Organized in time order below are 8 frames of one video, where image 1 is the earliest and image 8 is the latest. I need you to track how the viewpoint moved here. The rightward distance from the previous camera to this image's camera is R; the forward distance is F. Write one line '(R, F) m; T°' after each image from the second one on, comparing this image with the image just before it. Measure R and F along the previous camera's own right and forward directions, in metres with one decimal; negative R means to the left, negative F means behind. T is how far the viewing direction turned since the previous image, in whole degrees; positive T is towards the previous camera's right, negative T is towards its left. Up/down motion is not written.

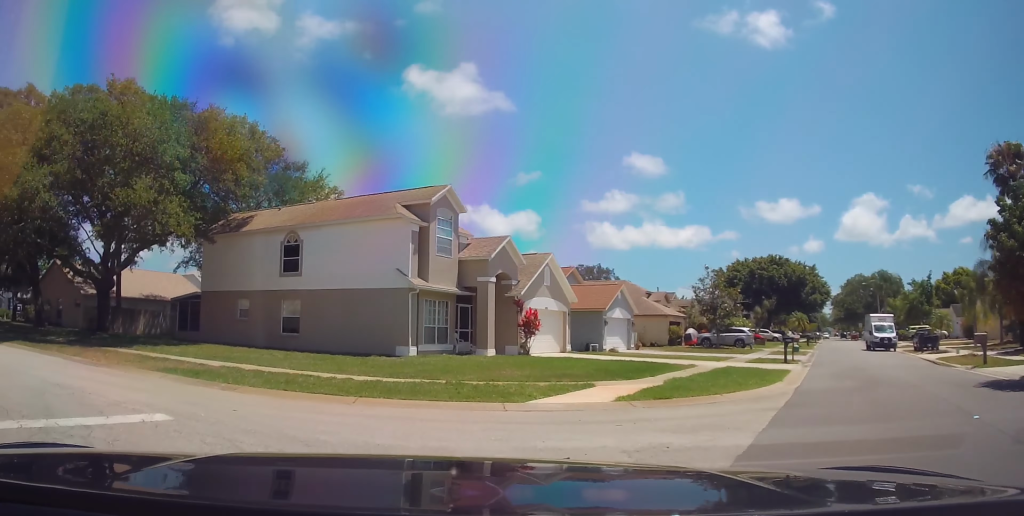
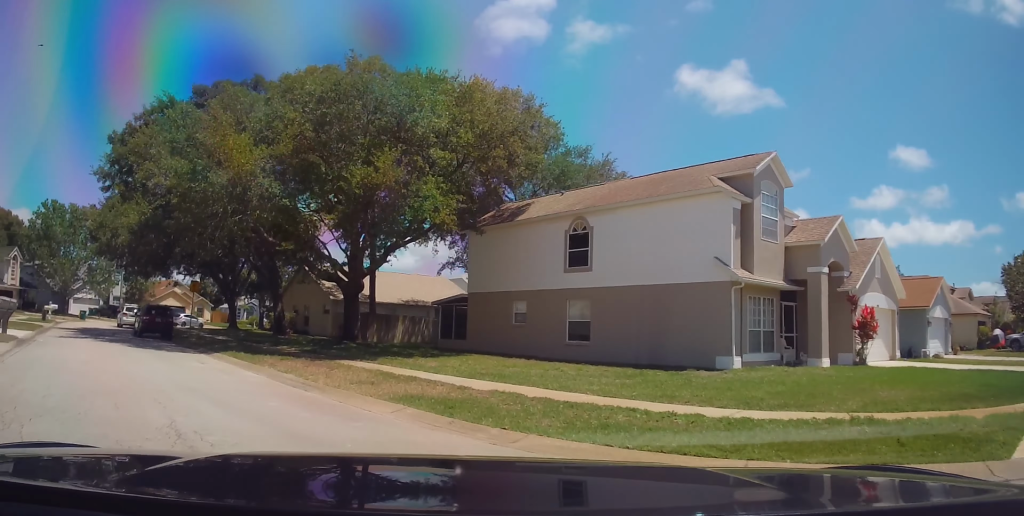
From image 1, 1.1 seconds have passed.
(-1.4, +5.4) m; -24°
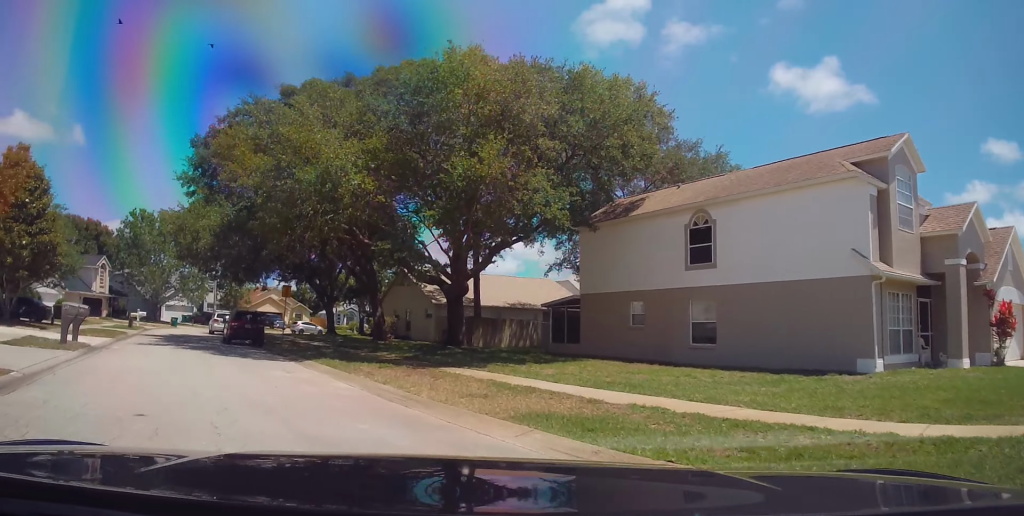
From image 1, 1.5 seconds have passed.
(-0.2, +2.1) m; -7°
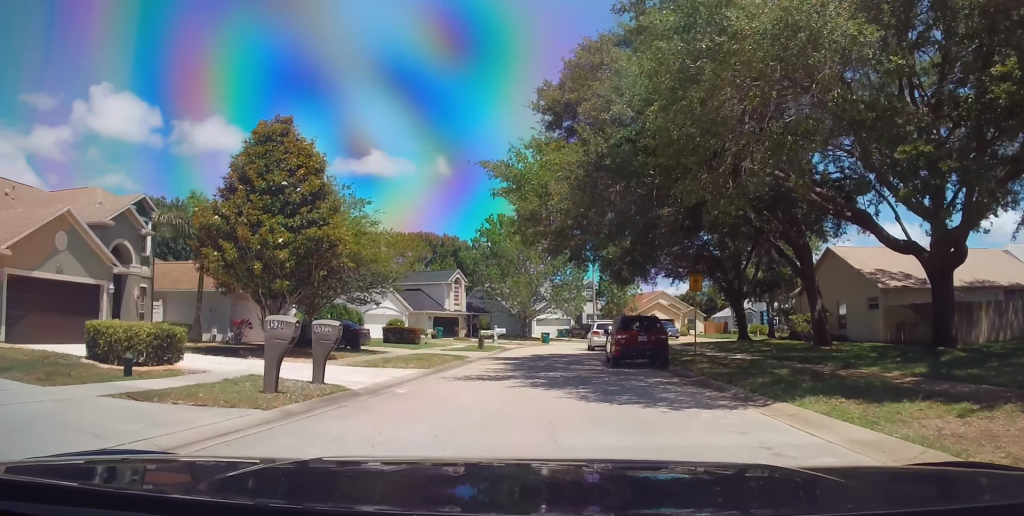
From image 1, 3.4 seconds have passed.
(-2.4, +10.4) m; -26°
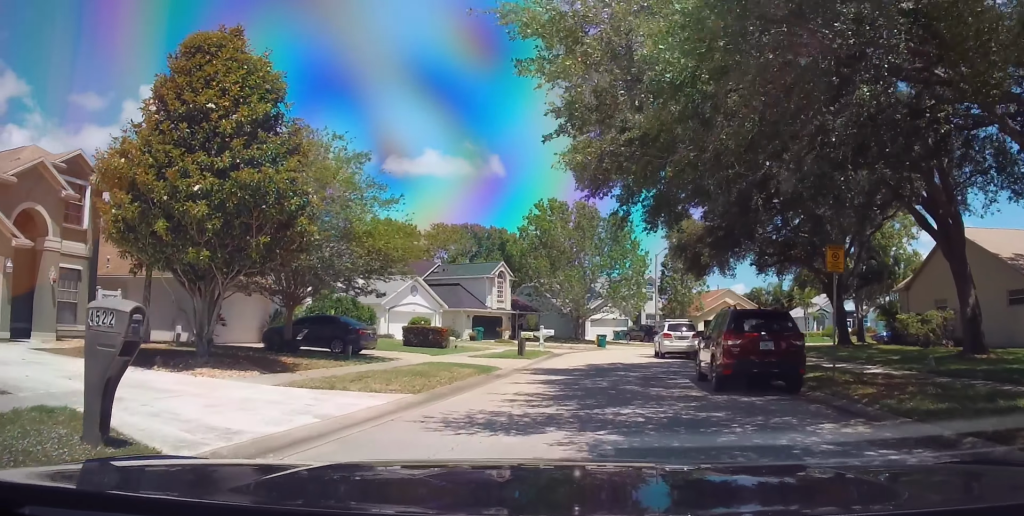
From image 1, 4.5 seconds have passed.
(-0.7, +7.2) m; -3°
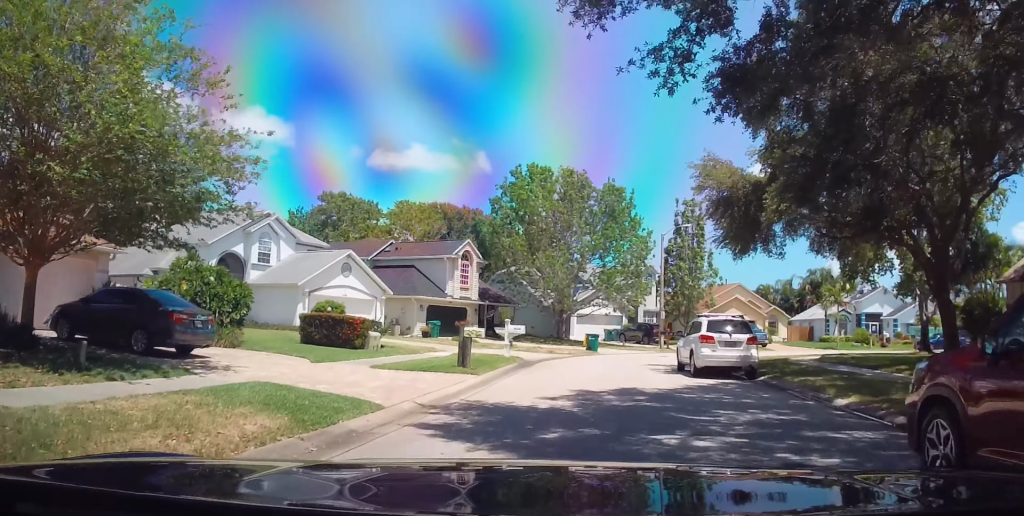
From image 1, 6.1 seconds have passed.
(-0.1, +10.7) m; -3°
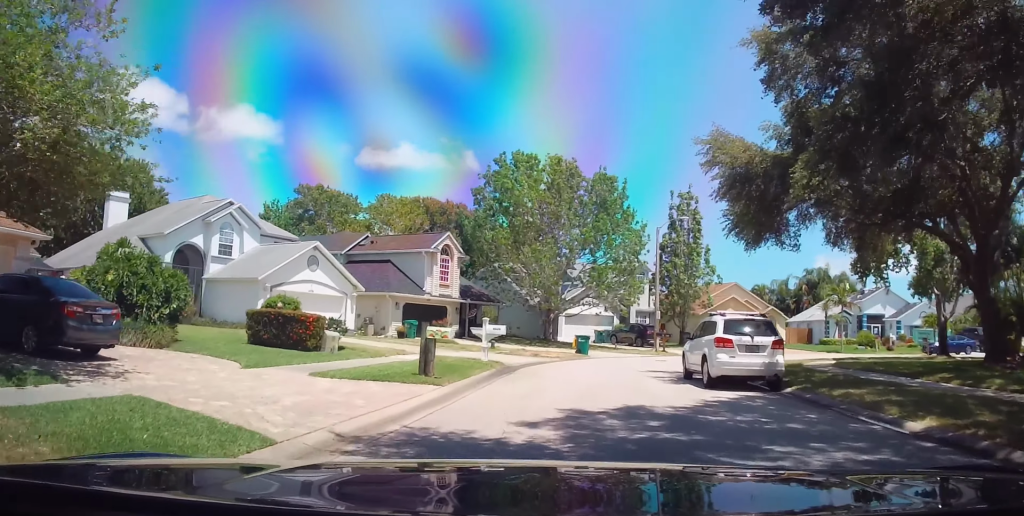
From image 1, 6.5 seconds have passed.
(0.0, +3.1) m; +1°
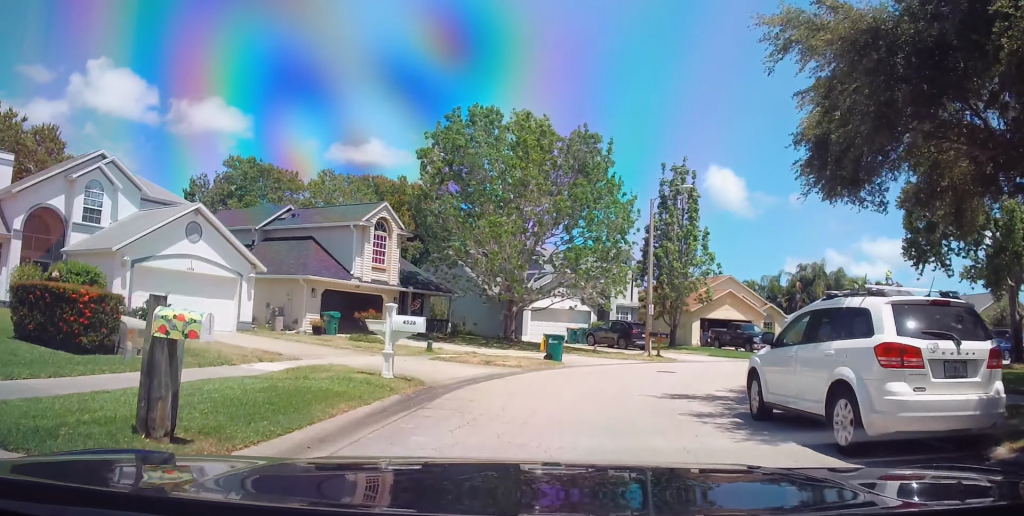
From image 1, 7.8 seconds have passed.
(+0.3, +8.7) m; +5°
